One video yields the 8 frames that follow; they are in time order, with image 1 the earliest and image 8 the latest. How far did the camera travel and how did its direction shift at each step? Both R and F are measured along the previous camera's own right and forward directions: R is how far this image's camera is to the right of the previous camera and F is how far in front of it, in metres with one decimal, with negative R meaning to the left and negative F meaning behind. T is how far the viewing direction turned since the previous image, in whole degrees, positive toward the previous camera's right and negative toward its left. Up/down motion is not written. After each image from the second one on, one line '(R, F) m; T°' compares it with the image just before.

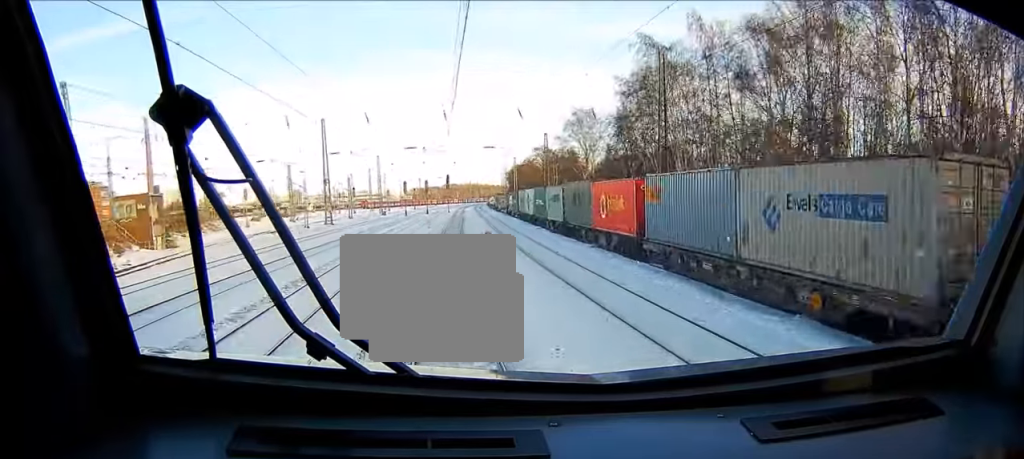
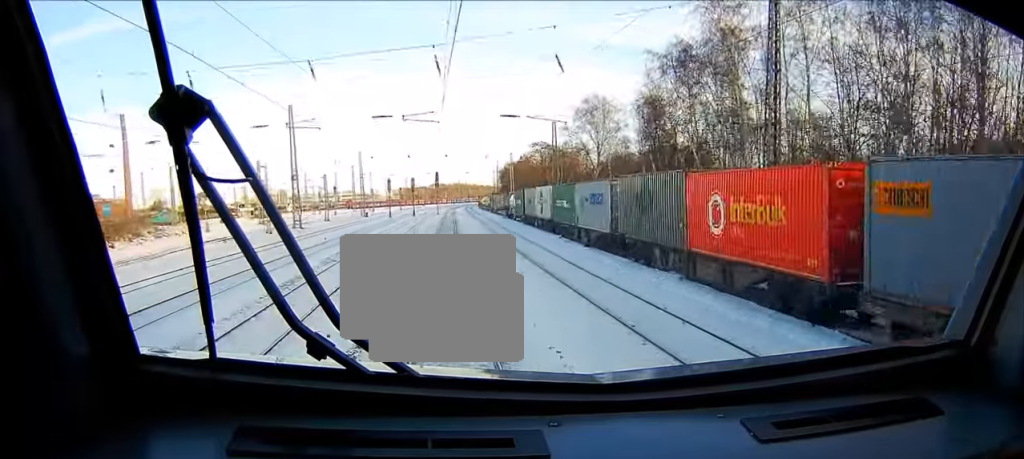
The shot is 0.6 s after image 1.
(+0.1, +16.4) m; +1°
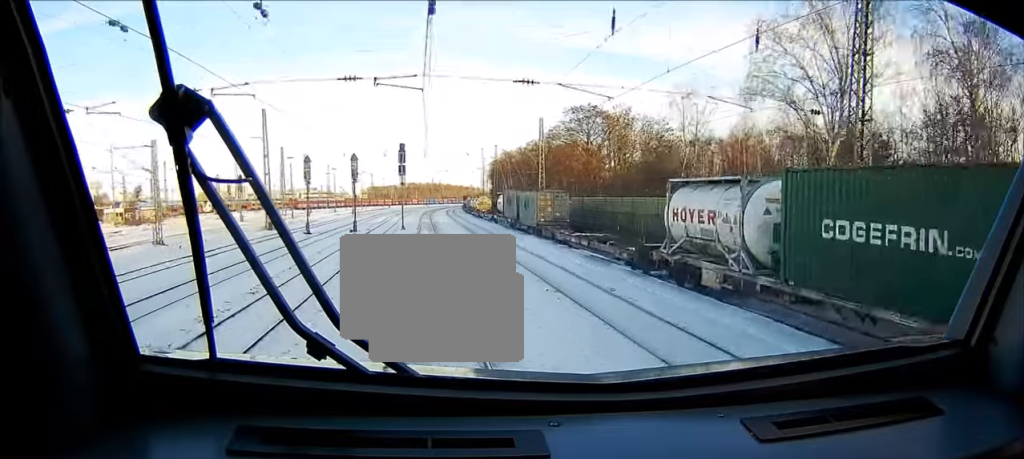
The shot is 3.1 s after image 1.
(+2.1, +68.3) m; +3°
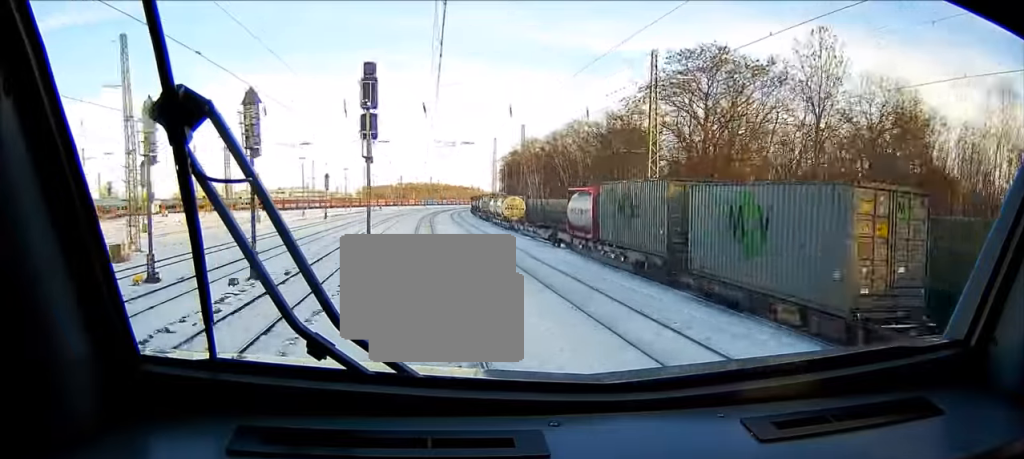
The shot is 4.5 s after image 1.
(+0.1, +39.9) m; 0°
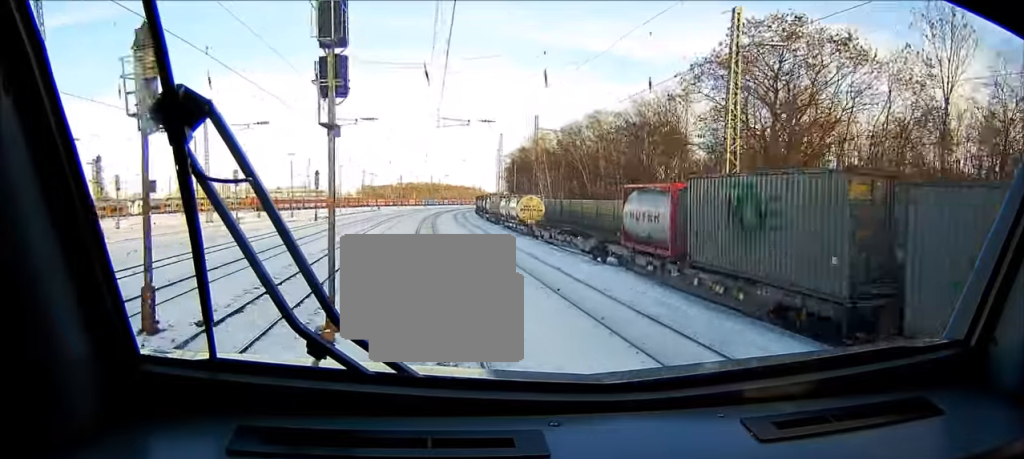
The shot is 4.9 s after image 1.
(0.0, +11.1) m; 0°
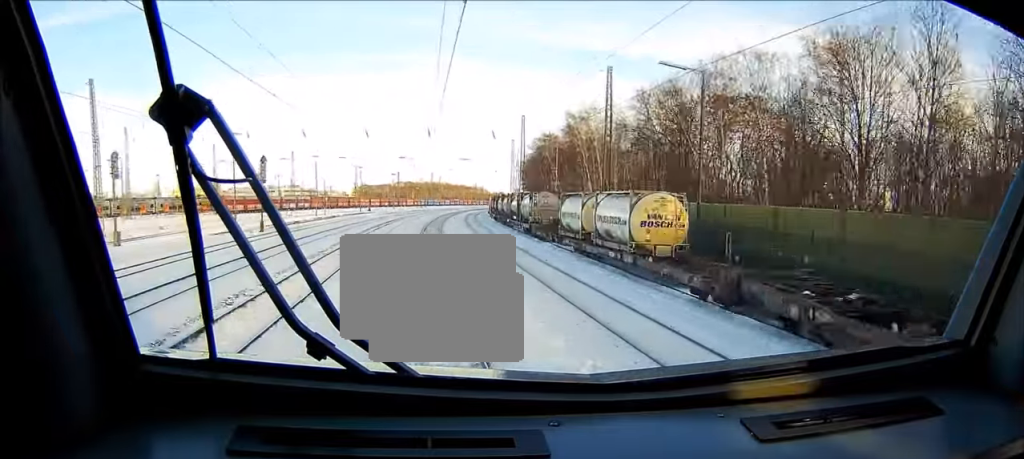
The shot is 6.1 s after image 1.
(+0.1, +34.4) m; +1°
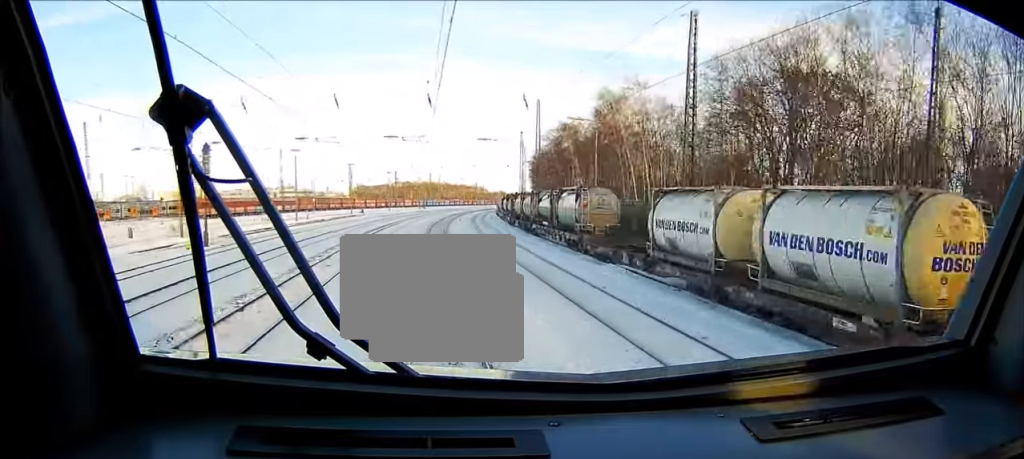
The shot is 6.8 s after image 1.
(+0.1, +17.7) m; 0°
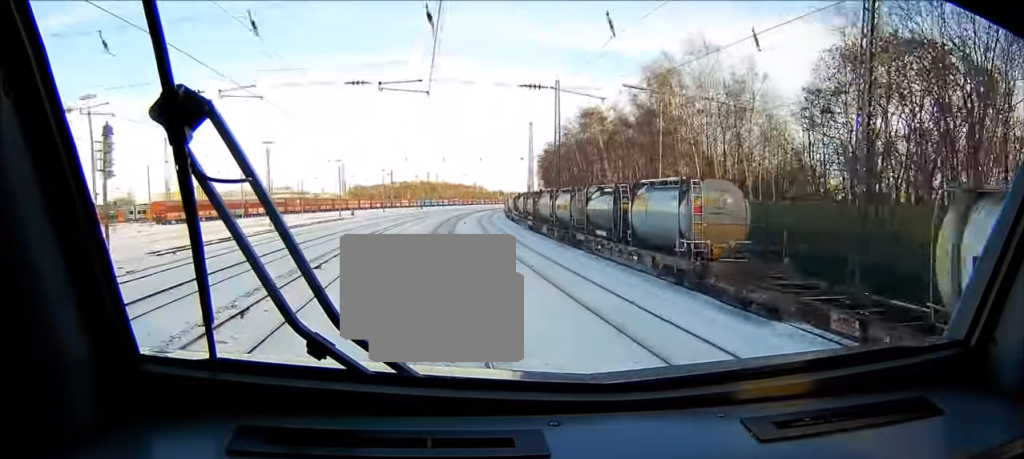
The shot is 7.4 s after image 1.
(+0.1, +16.8) m; 0°
